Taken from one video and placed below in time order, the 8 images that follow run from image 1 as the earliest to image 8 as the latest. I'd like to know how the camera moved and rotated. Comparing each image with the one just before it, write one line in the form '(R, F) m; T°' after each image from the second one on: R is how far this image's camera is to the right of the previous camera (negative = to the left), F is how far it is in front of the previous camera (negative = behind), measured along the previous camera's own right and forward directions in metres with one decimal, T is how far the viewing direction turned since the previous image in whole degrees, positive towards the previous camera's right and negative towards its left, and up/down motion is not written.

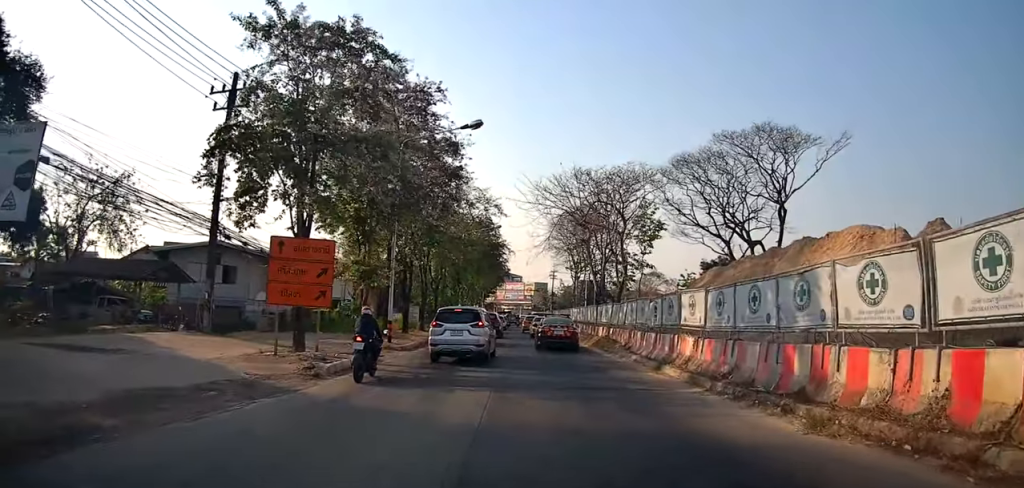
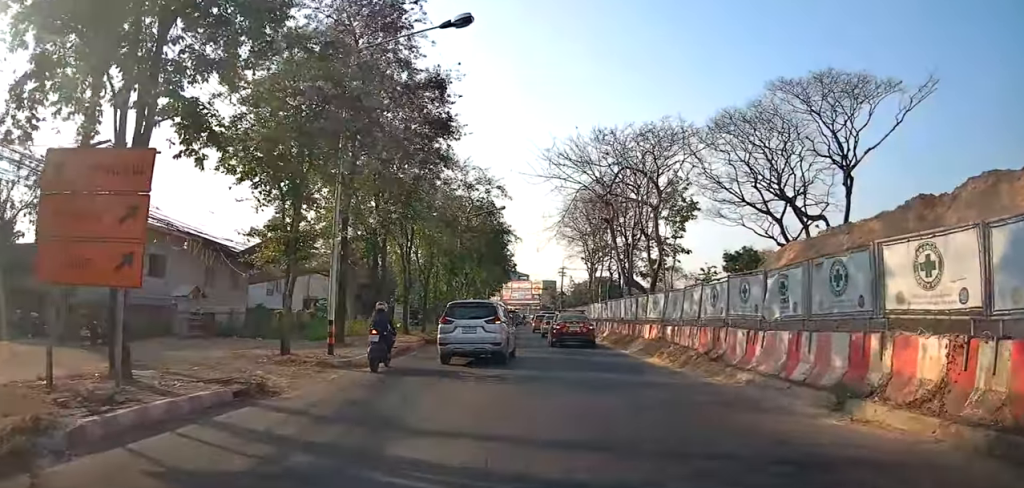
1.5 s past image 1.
(-0.2, +8.3) m; -2°
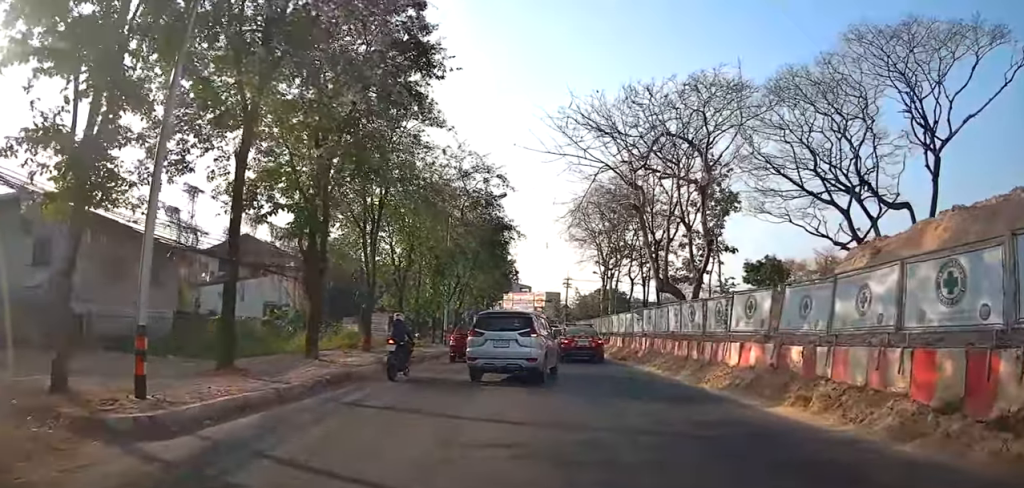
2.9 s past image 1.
(-0.1, +7.8) m; -1°
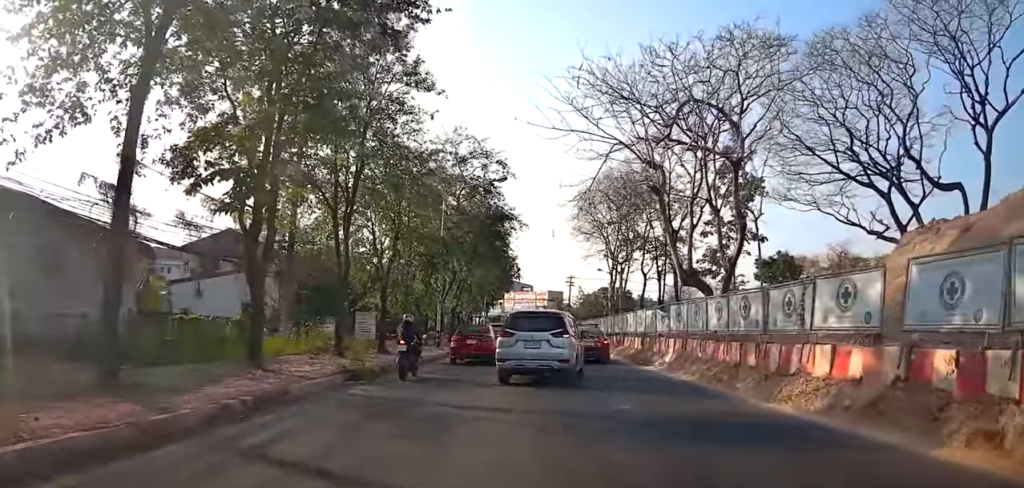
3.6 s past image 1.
(0.0, +3.8) m; 0°
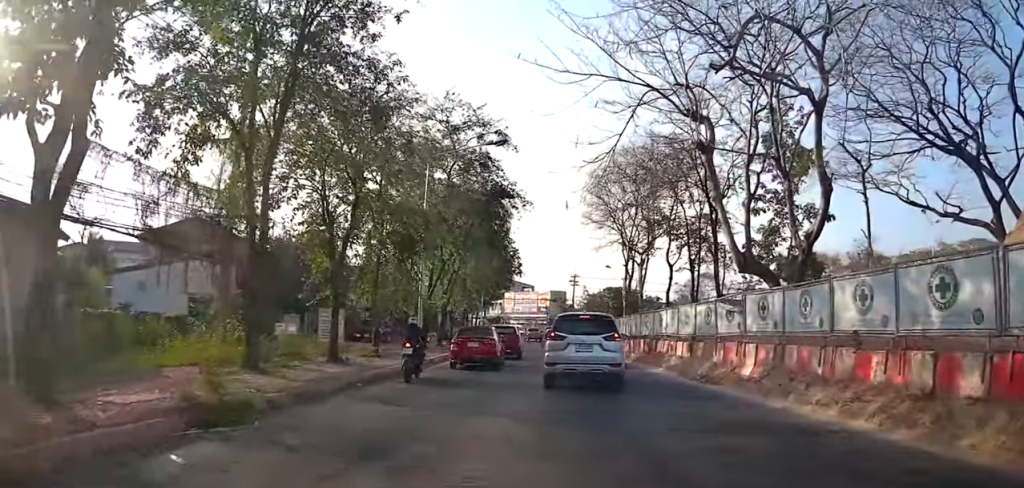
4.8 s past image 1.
(0.0, +6.4) m; 0°
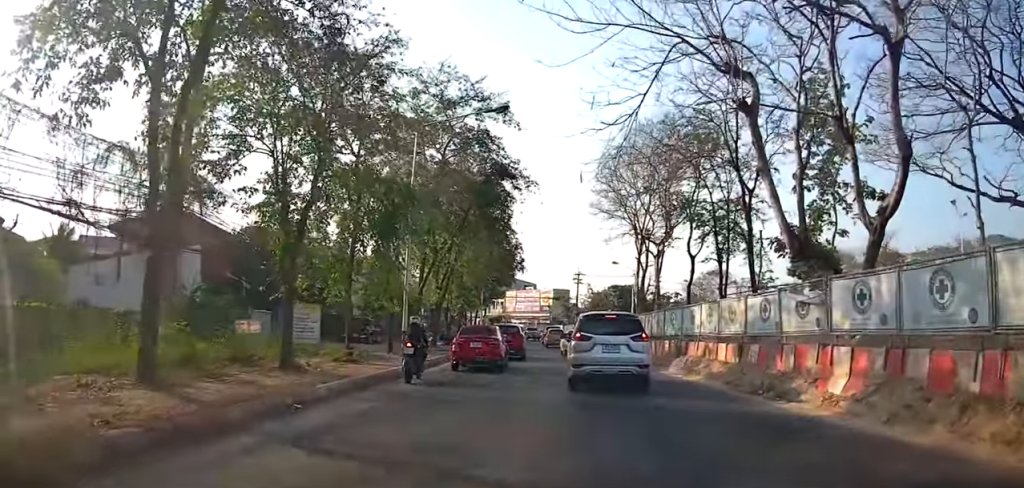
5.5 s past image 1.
(0.0, +3.5) m; 0°
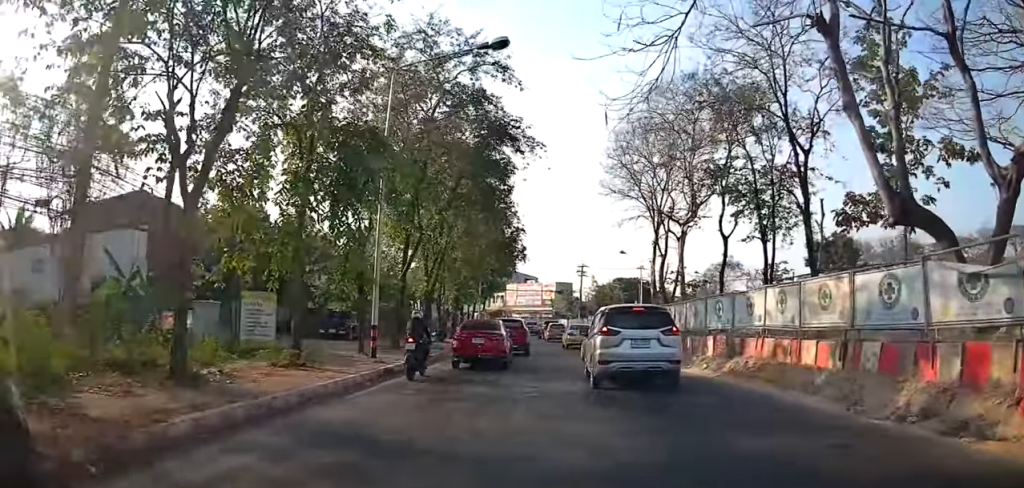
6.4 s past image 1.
(0.0, +4.4) m; -1°
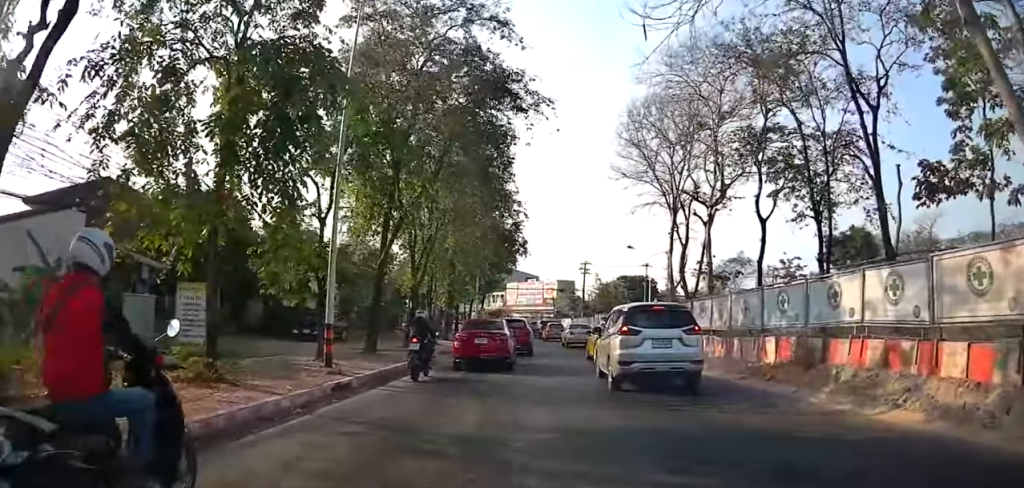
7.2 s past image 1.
(0.0, +4.0) m; -2°
